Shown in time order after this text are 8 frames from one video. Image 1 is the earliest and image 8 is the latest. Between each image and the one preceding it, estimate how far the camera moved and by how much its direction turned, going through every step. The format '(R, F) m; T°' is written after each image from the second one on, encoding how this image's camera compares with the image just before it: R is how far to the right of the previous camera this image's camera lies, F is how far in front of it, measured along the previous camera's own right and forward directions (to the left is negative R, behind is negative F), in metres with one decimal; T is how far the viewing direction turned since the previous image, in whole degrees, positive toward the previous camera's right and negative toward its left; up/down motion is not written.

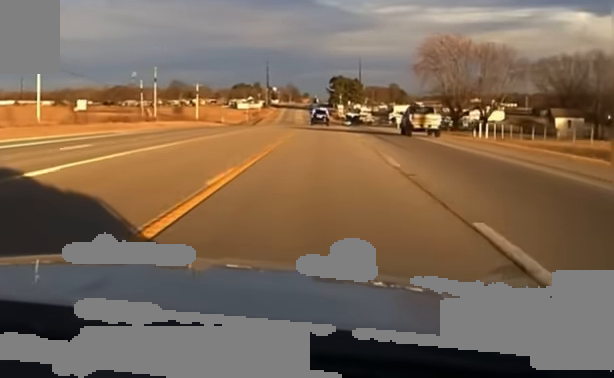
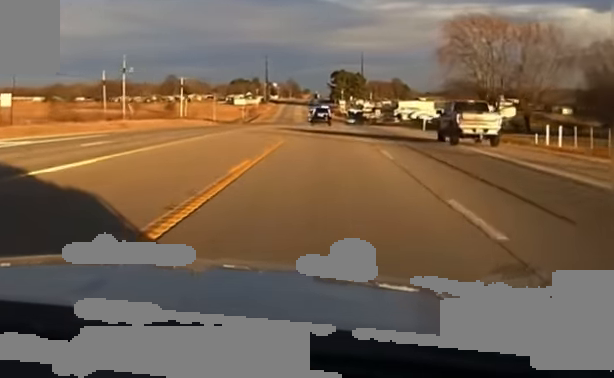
(+0.1, +22.5) m; 0°
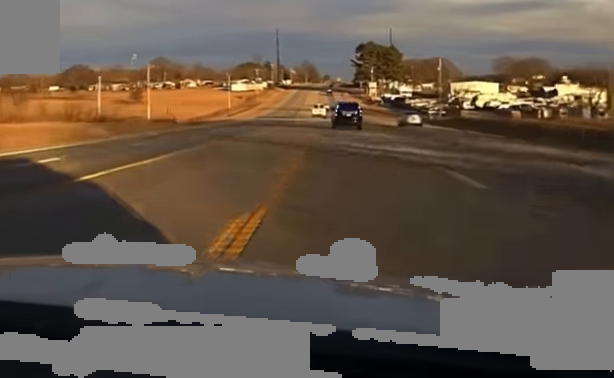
(-0.2, +105.2) m; 0°
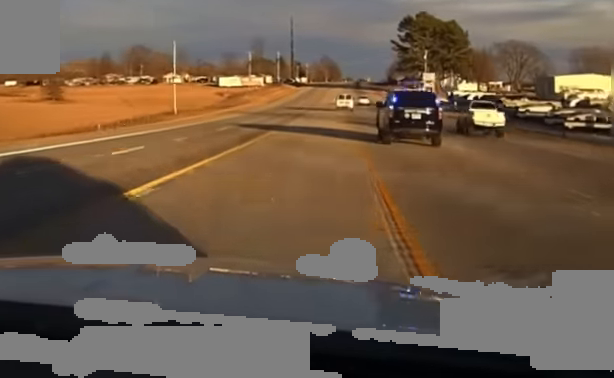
(-1.7, +105.1) m; -3°
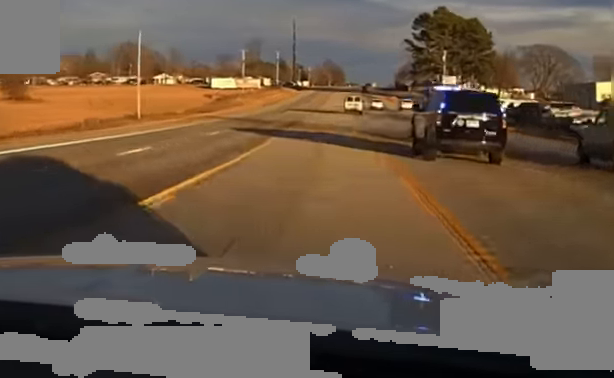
(-0.2, +25.7) m; 0°
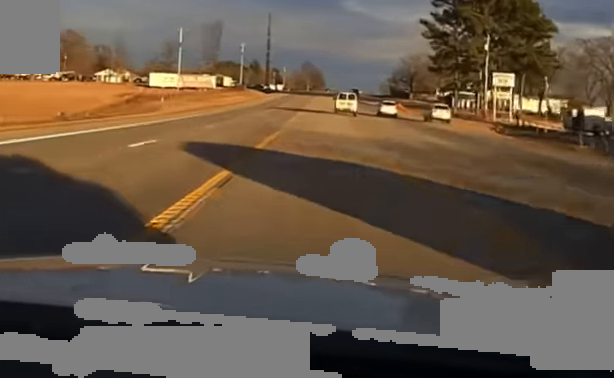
(-0.5, +58.6) m; +1°
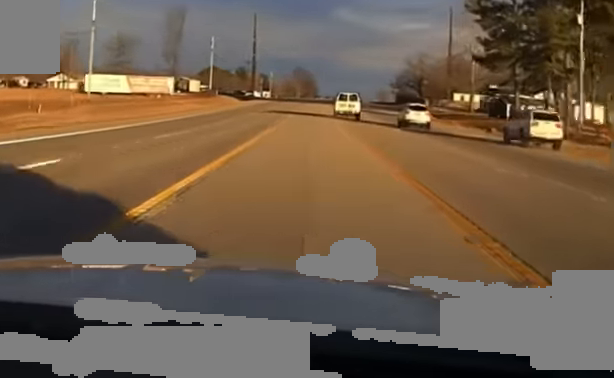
(+0.6, +43.8) m; +1°
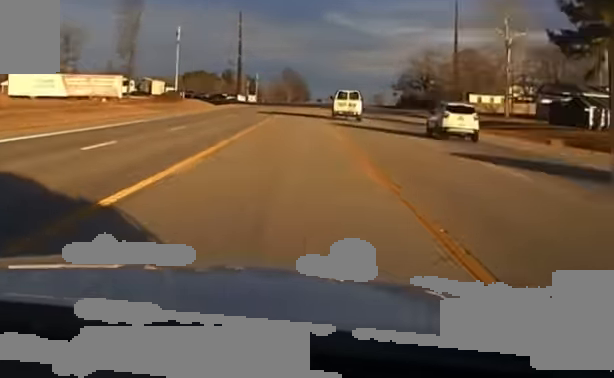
(+0.2, +30.5) m; +1°
